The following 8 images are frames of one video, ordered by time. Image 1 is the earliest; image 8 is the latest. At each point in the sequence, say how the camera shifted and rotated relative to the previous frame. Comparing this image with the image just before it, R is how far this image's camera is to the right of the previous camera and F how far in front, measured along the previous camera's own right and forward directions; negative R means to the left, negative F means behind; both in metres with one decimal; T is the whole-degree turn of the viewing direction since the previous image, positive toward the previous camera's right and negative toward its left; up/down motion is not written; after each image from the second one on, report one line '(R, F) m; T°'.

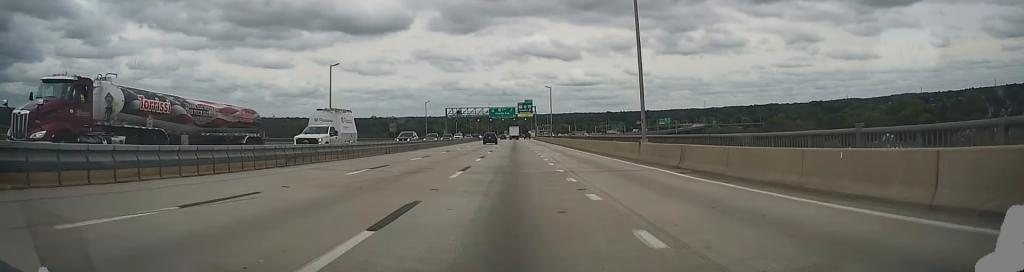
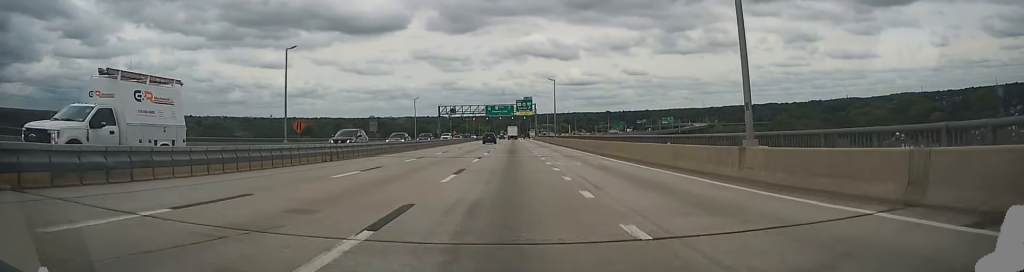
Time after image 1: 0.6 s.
(+0.1, +13.2) m; 0°
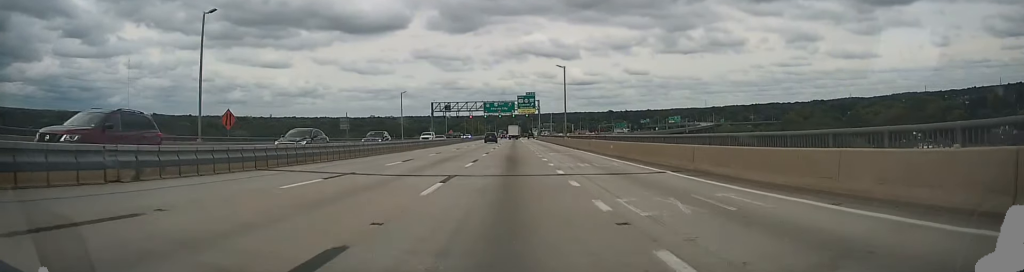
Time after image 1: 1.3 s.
(+0.2, +16.2) m; 0°
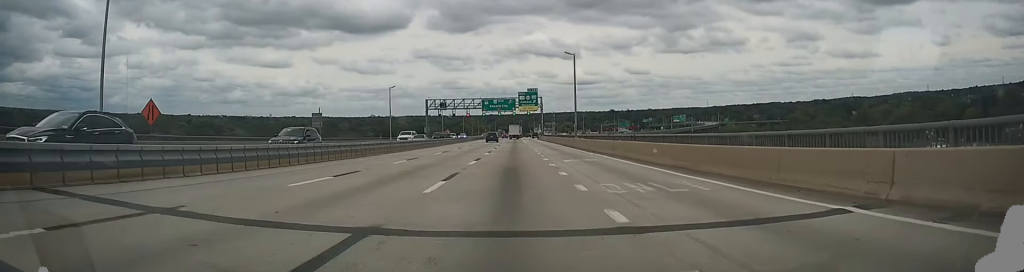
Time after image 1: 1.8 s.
(-0.1, +11.0) m; 0°
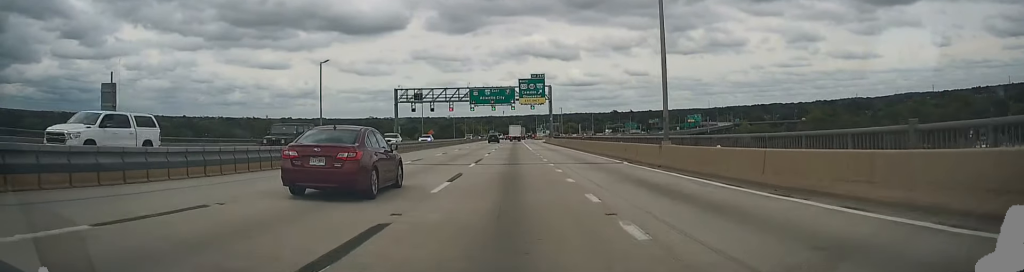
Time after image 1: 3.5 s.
(-0.1, +36.3) m; 0°
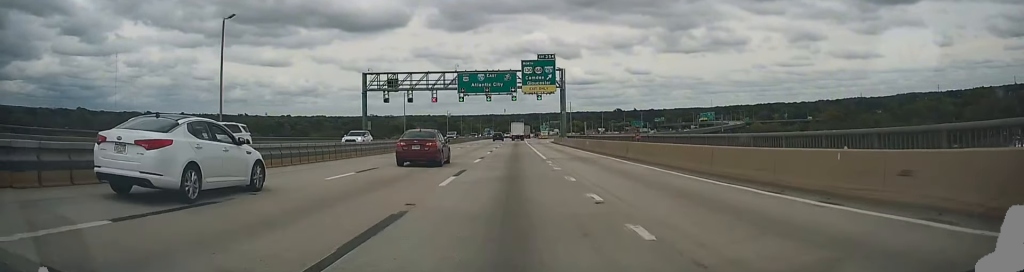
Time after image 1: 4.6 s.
(0.0, +23.3) m; 0°
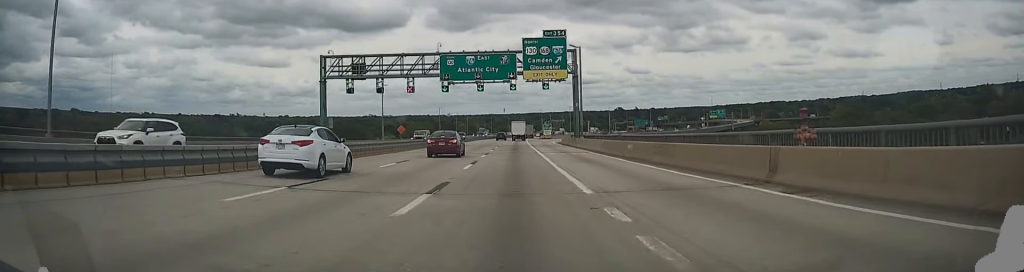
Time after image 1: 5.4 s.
(0.0, +17.7) m; 0°
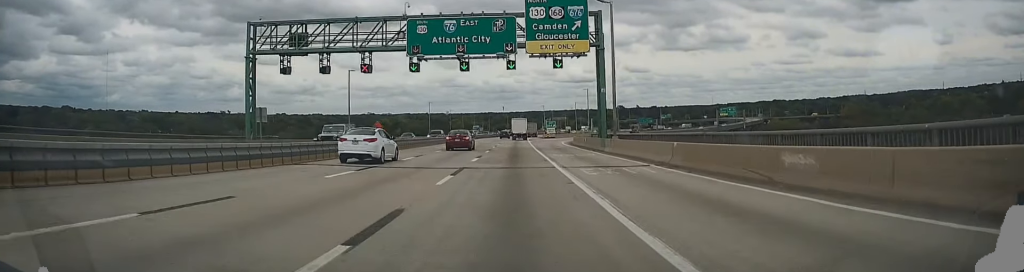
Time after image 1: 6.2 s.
(0.0, +18.7) m; 0°
